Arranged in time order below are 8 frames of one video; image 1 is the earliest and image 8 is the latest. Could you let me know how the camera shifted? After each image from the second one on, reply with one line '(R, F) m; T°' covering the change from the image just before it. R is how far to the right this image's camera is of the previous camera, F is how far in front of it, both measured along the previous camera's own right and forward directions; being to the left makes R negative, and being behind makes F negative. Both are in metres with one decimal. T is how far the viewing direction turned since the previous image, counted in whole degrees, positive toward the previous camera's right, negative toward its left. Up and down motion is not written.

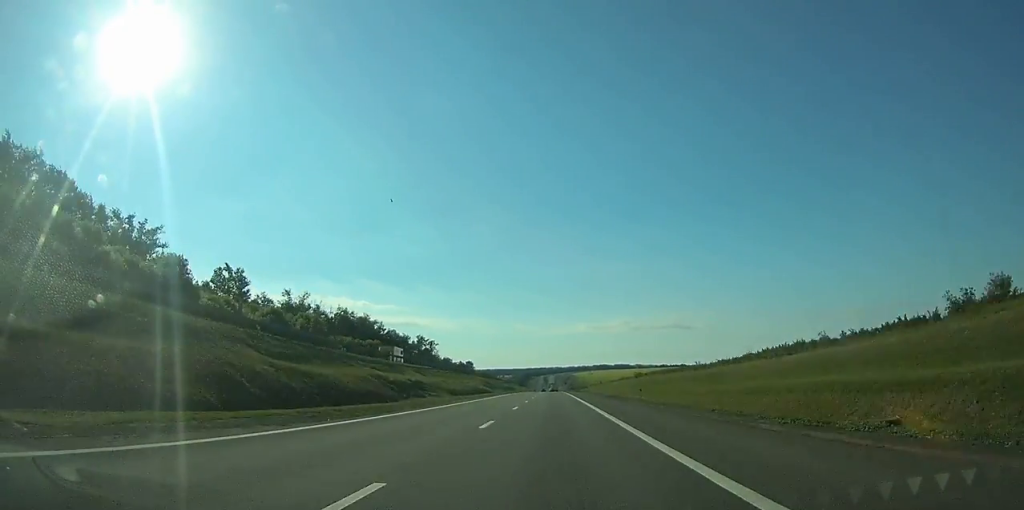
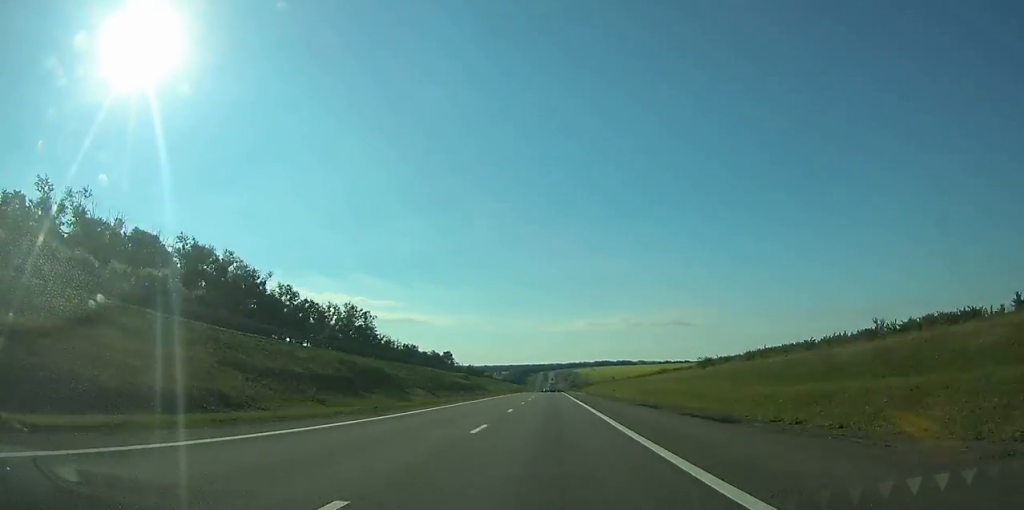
(0.0, +78.8) m; 0°
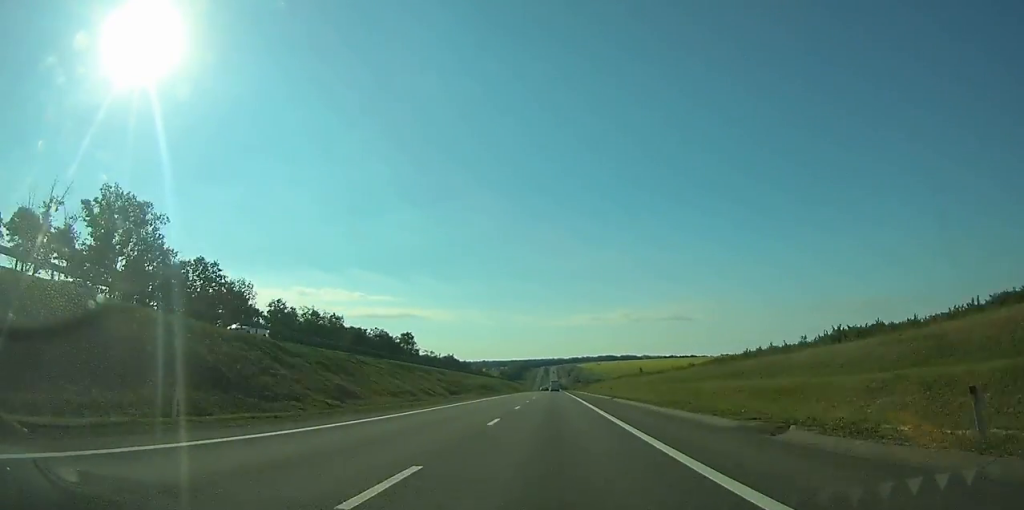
(0.0, +90.8) m; 0°
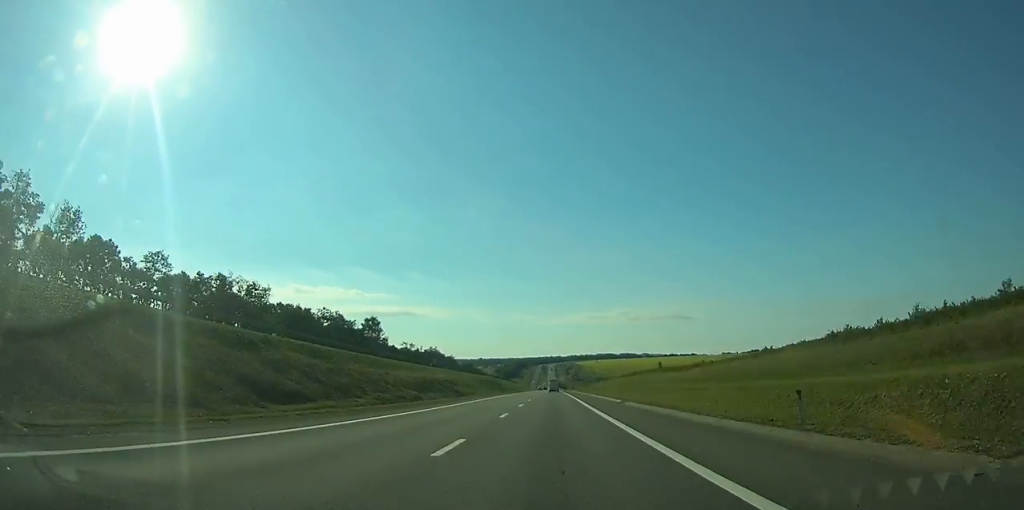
(0.0, +45.6) m; 0°
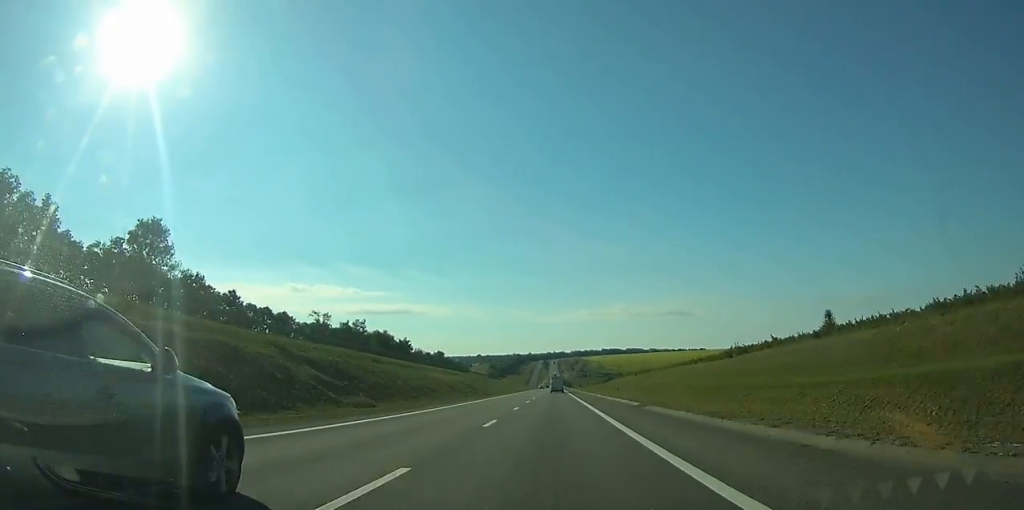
(-0.3, +116.8) m; -1°
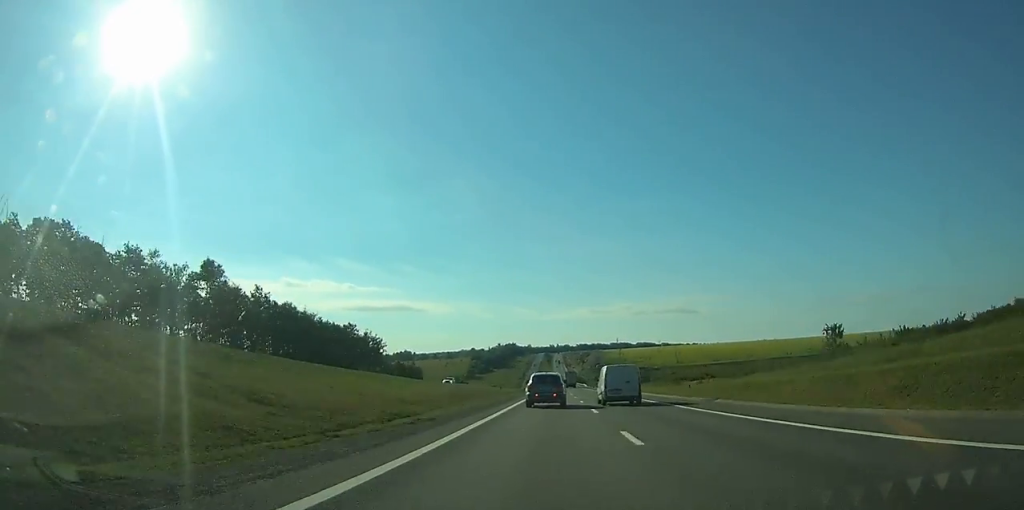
(-0.8, +211.4) m; 0°
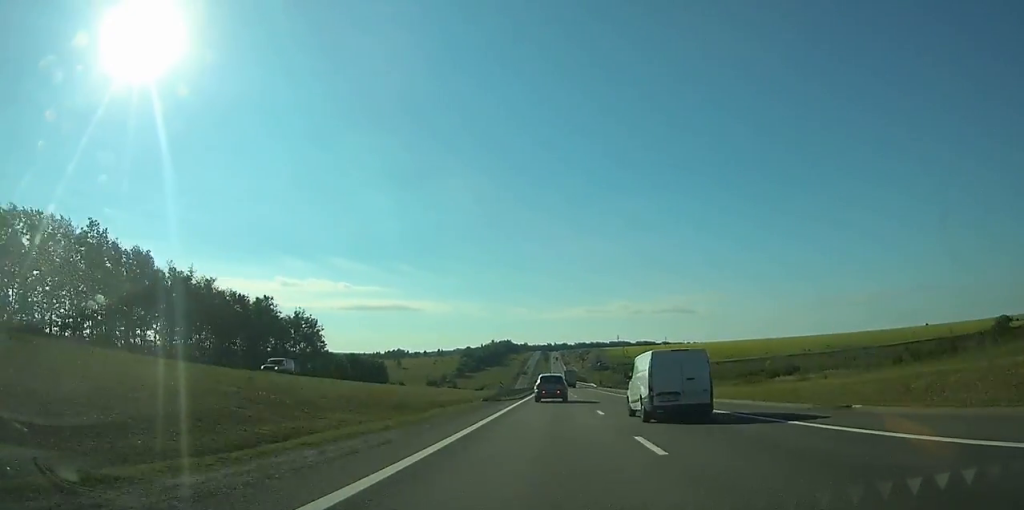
(+0.1, +48.3) m; 0°
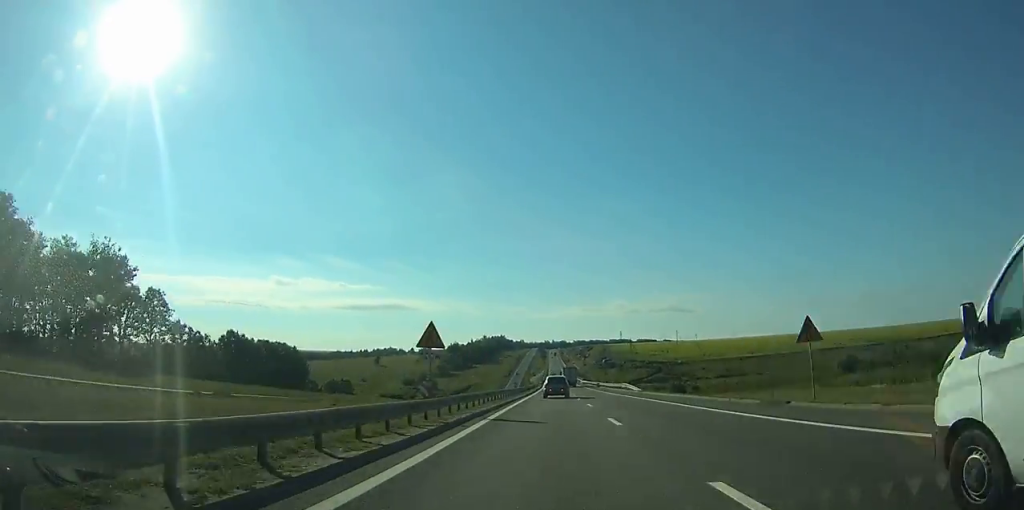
(+0.1, +62.1) m; 0°
